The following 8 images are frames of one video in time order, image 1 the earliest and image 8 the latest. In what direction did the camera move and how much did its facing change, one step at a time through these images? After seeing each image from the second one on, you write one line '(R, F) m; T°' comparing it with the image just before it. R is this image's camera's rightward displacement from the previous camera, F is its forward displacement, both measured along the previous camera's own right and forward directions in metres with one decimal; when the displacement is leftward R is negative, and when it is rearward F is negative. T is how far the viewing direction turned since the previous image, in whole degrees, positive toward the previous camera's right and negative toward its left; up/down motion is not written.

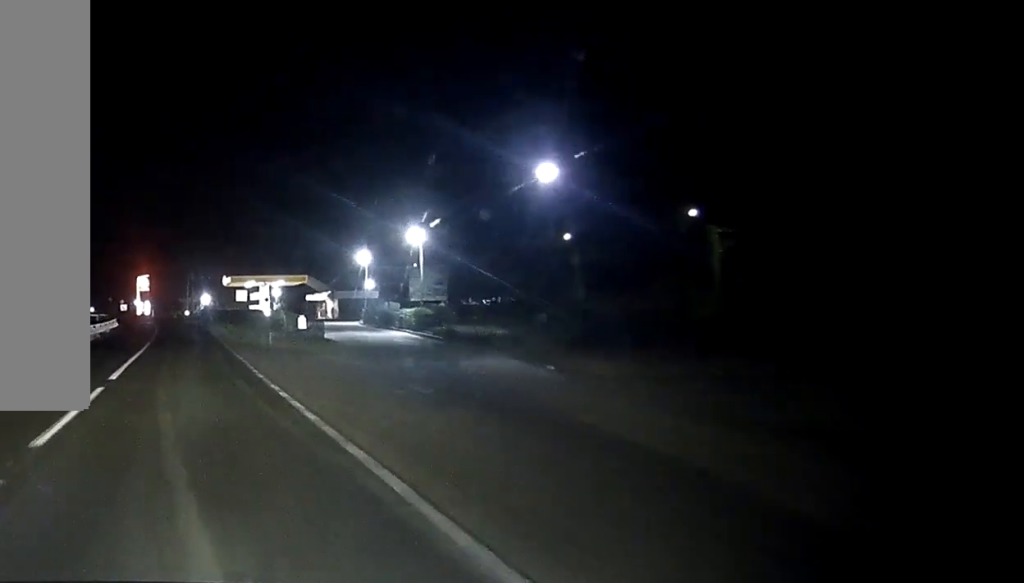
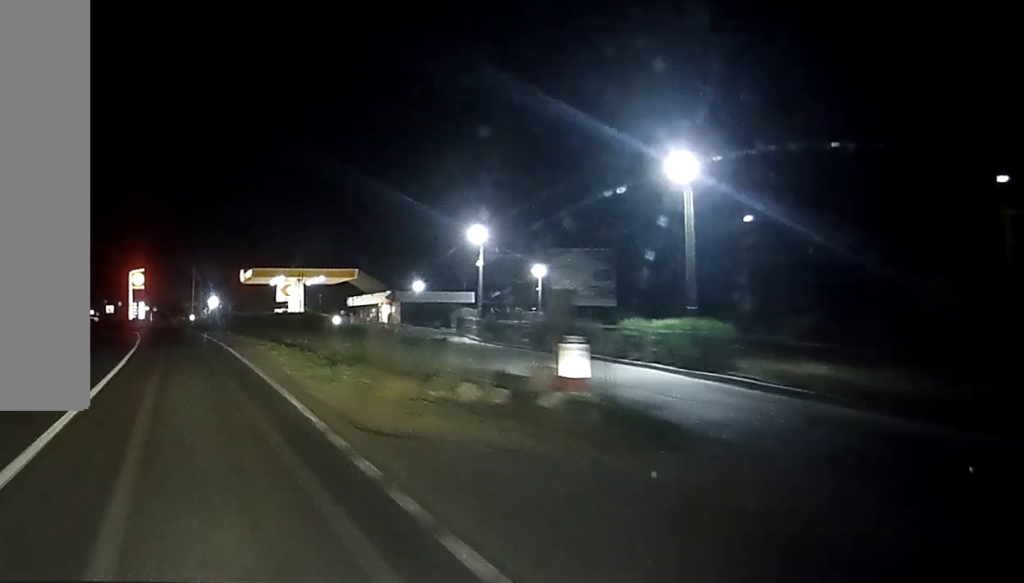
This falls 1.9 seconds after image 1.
(0.0, +39.1) m; 0°
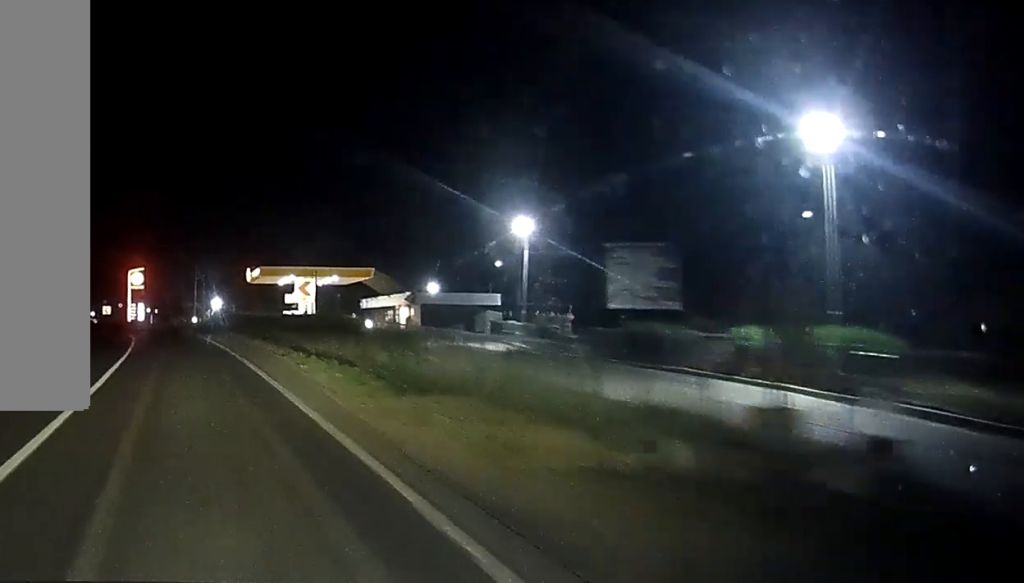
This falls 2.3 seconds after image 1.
(0.0, +8.4) m; 0°
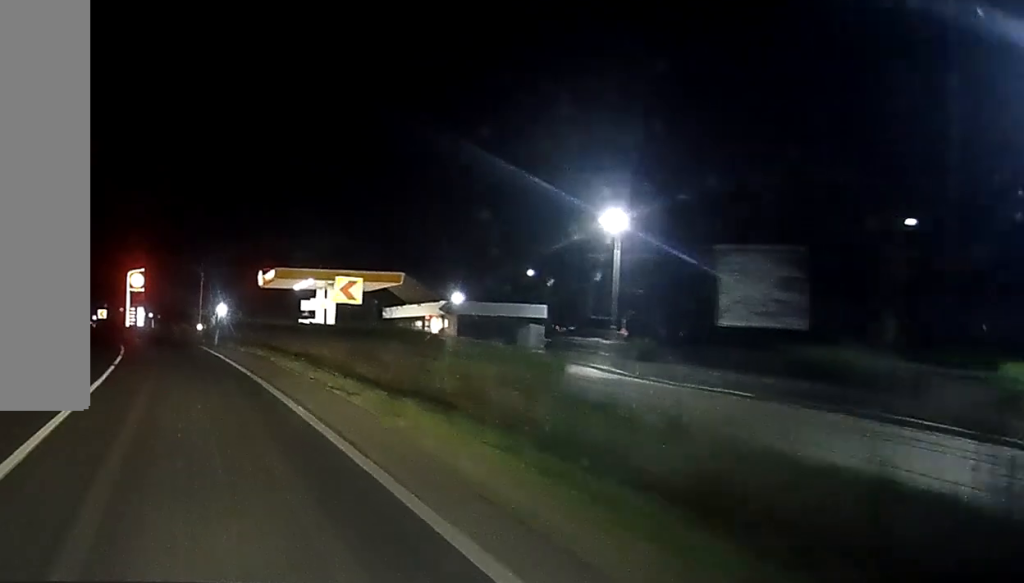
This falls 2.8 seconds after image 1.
(+0.1, +11.8) m; 0°
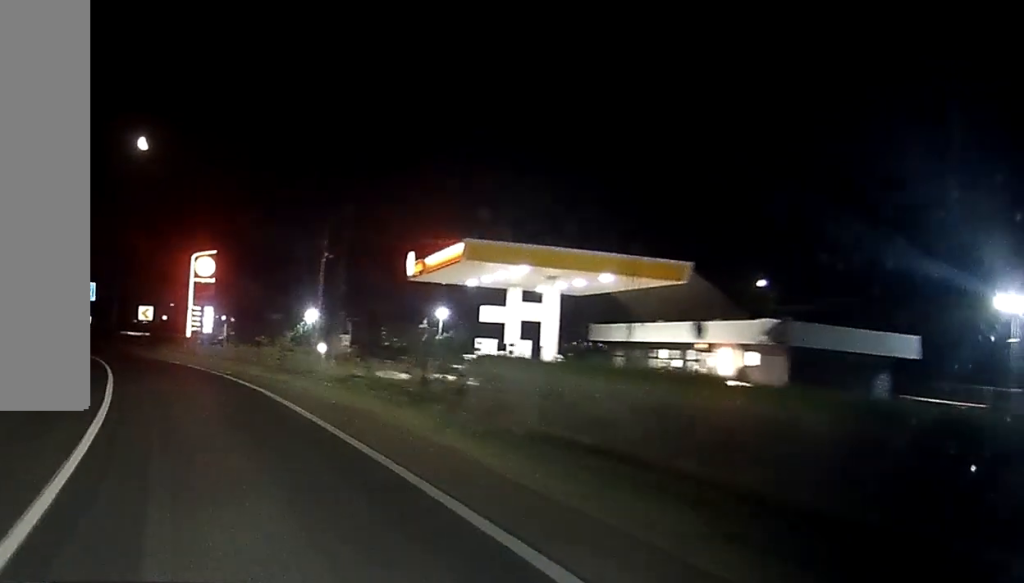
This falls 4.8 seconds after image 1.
(-1.1, +41.4) m; -4°
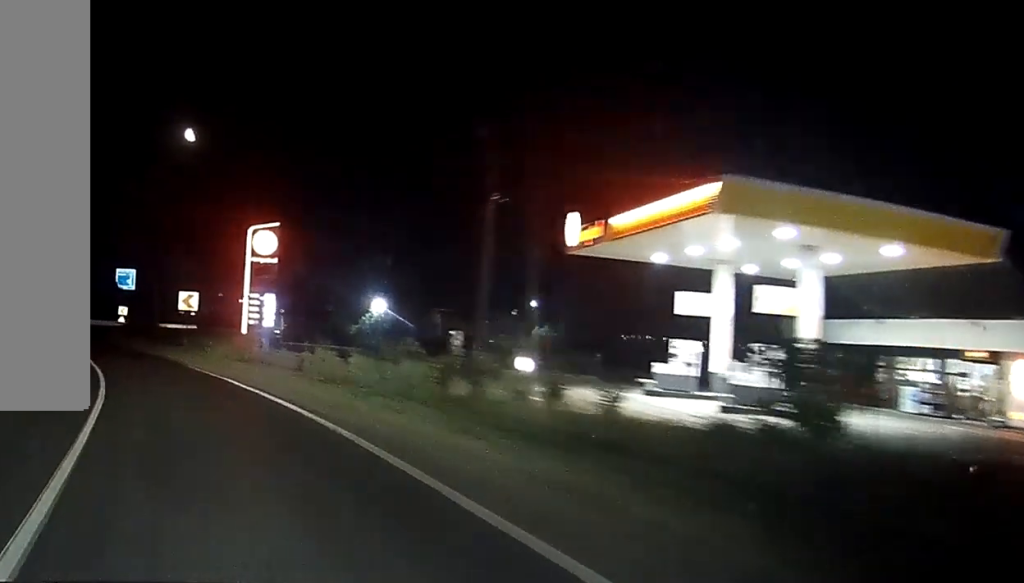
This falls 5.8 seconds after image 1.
(-0.5, +19.2) m; -2°
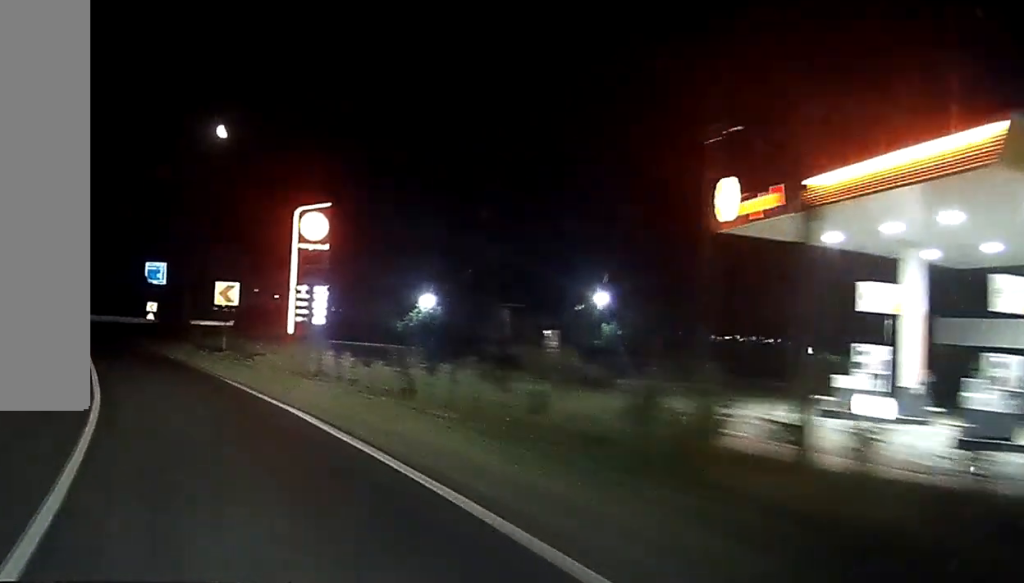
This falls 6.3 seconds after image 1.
(-0.2, +10.3) m; -1°
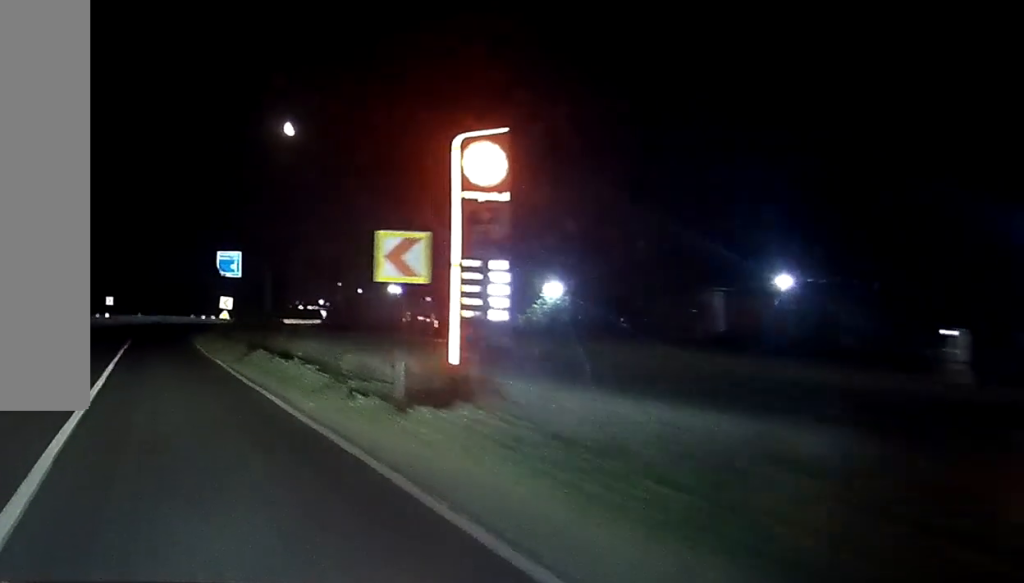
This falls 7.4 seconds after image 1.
(-0.3, +23.4) m; -2°
